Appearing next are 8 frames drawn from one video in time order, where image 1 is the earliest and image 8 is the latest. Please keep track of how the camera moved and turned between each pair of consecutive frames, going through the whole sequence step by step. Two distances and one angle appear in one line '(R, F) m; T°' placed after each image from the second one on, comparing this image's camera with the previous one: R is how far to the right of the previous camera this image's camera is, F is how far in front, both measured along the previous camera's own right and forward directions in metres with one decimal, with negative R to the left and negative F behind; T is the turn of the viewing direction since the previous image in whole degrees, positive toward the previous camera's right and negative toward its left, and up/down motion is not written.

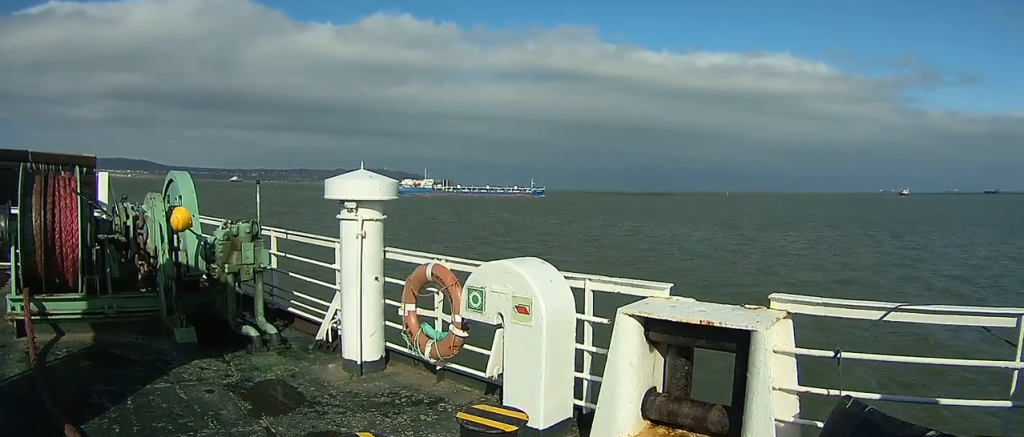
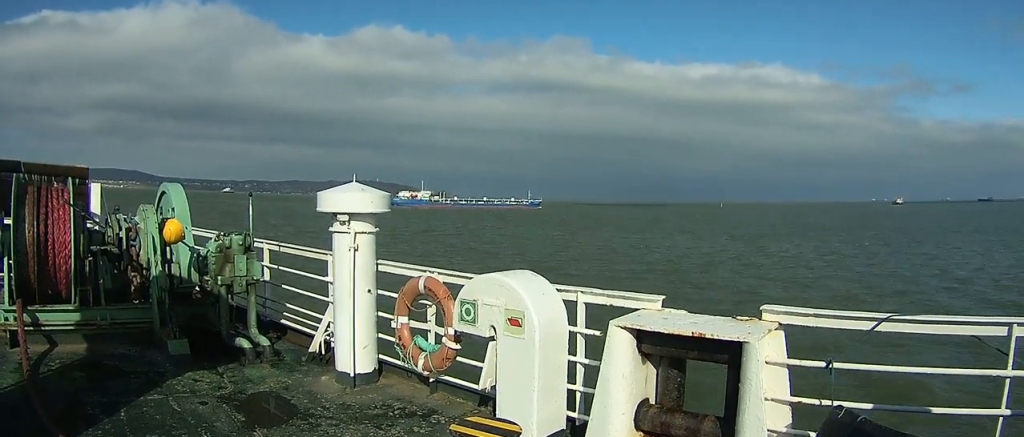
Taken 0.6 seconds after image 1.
(0.0, +2.8) m; 0°
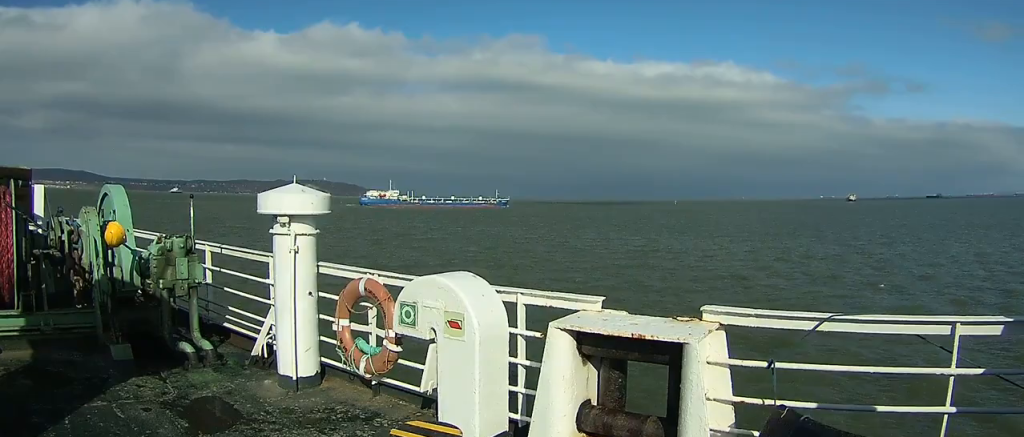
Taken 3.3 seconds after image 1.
(0.0, +13.0) m; -1°
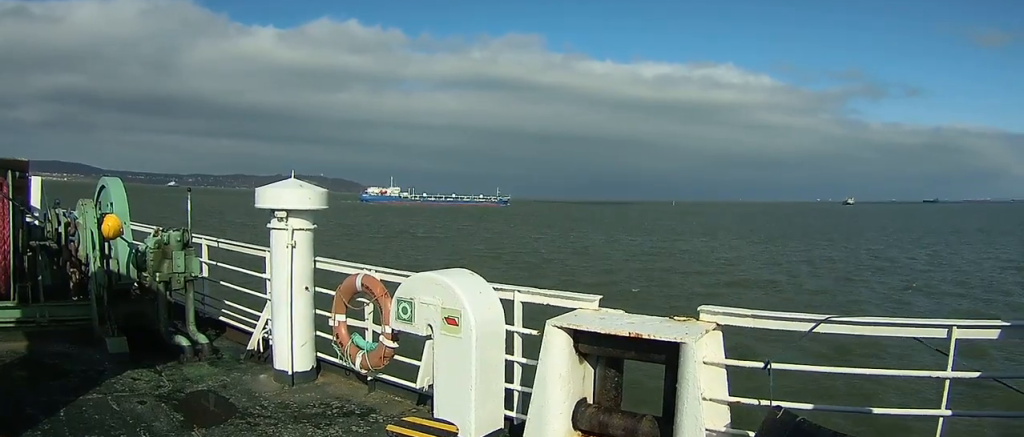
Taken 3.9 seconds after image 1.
(0.0, +2.6) m; -1°
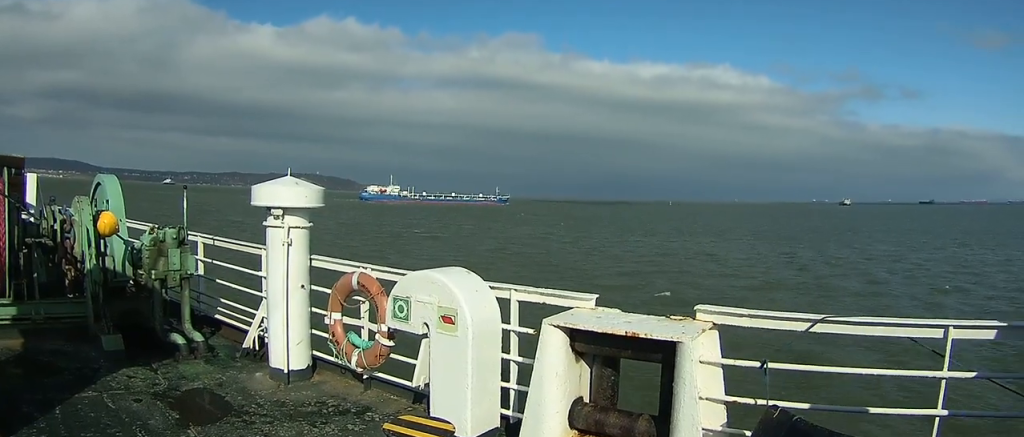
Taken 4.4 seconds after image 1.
(0.0, +2.4) m; -1°
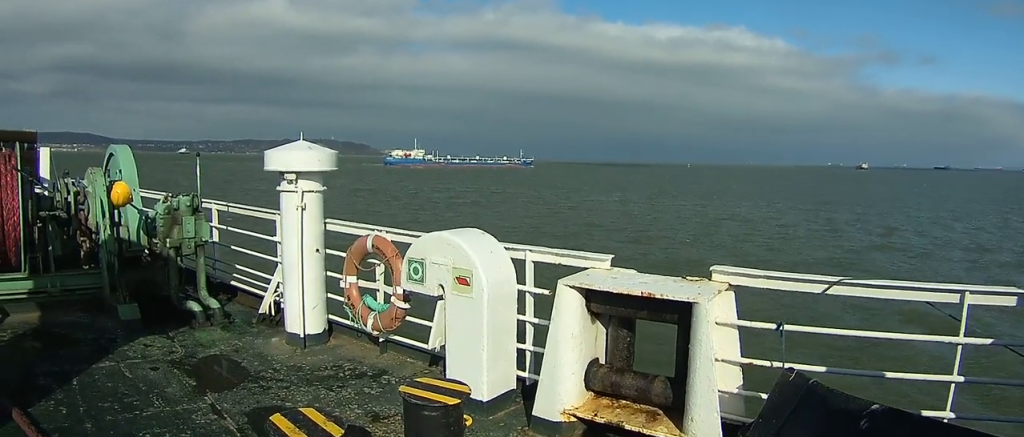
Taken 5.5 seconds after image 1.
(-0.2, +5.6) m; -3°
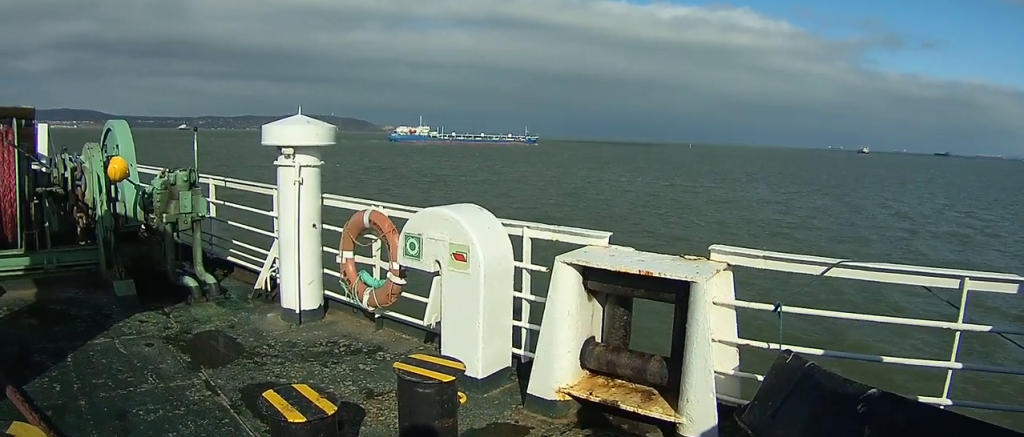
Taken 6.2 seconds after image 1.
(0.0, +3.0) m; 0°
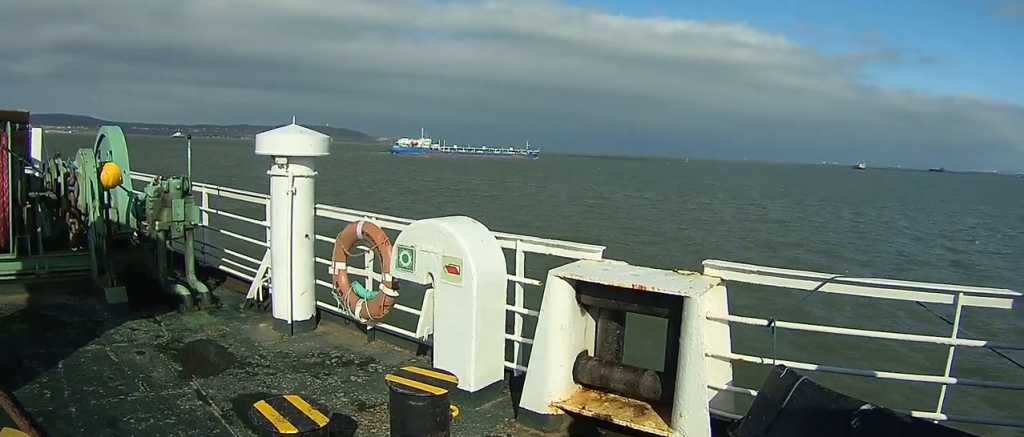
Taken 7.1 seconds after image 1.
(+0.1, +4.2) m; +1°
